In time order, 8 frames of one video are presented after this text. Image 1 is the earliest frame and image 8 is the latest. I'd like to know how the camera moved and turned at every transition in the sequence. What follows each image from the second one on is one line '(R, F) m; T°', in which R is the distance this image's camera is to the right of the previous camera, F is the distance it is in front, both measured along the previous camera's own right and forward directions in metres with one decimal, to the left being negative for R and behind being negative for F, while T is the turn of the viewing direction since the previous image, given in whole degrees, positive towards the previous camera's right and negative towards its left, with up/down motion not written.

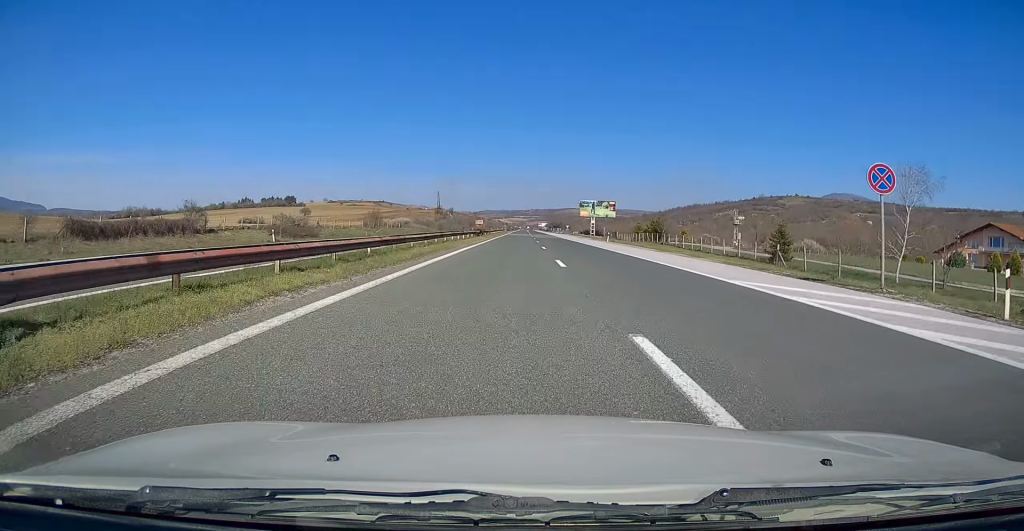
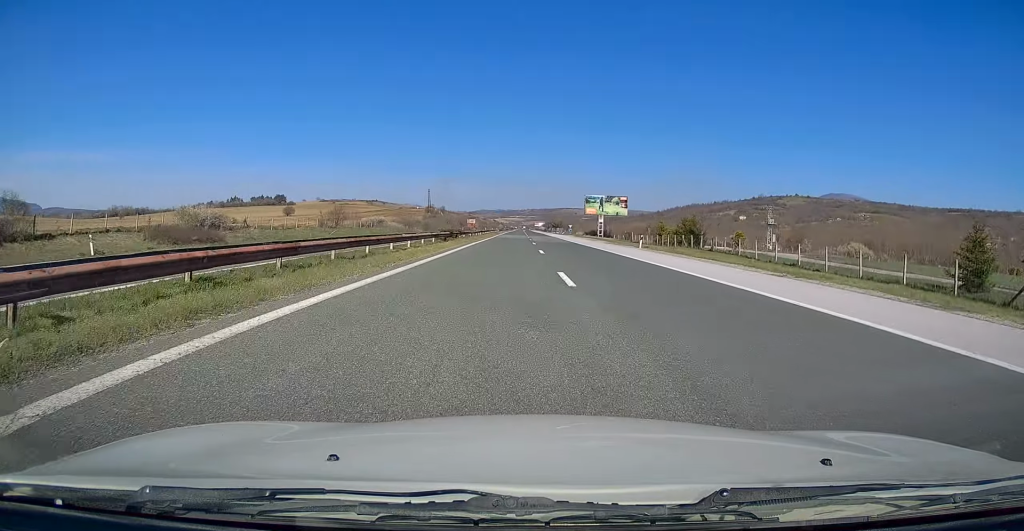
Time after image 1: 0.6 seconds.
(0.0, +22.2) m; 0°
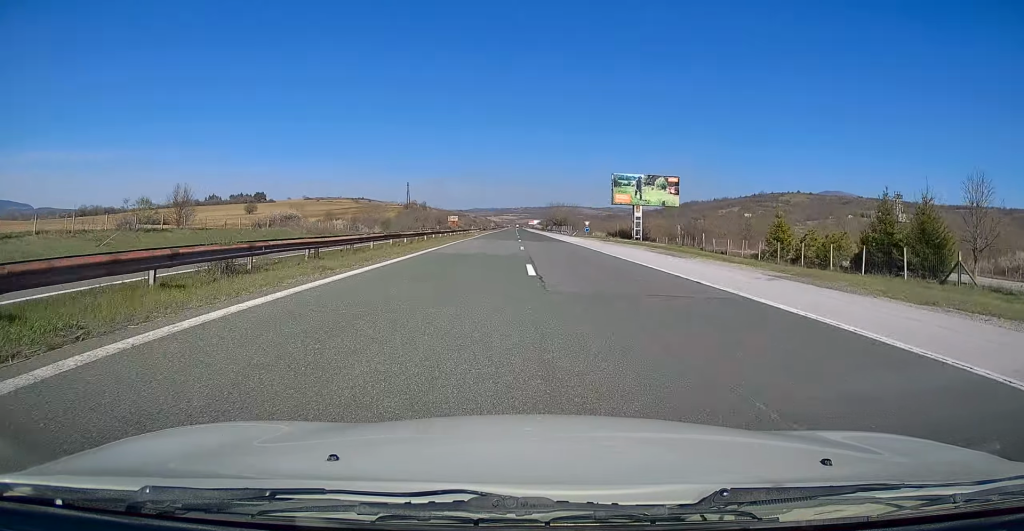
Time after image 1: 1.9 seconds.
(+0.1, +45.8) m; +1°
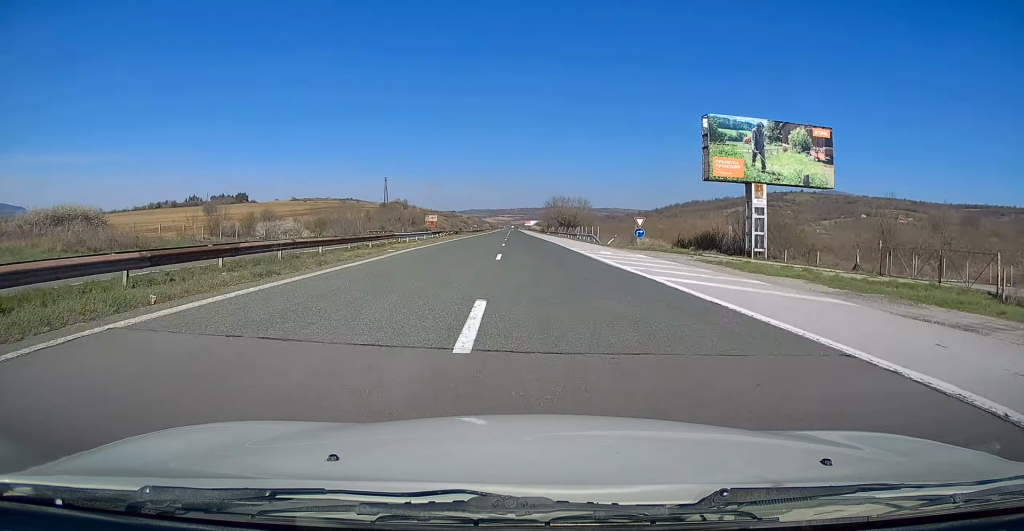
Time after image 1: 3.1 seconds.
(+0.4, +41.1) m; 0°
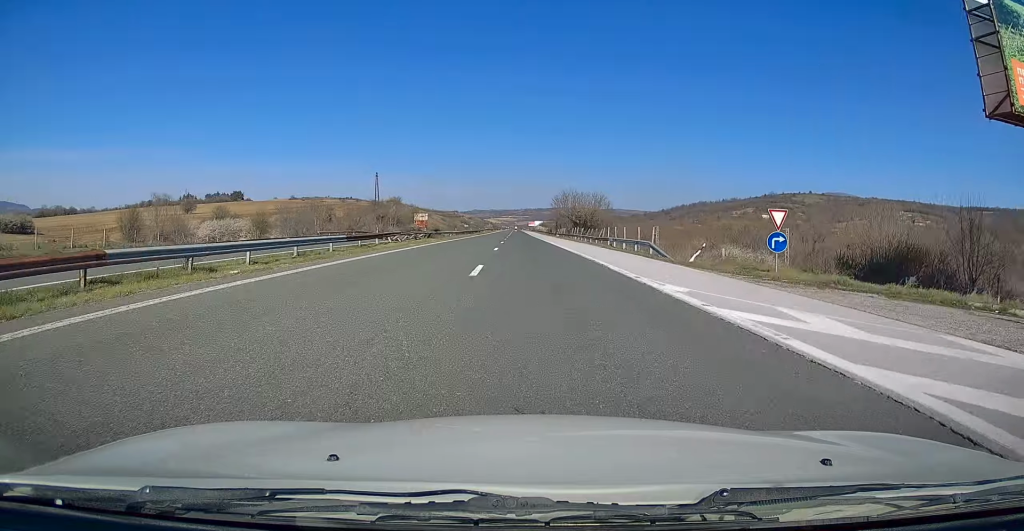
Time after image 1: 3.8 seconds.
(+0.1, +23.5) m; 0°
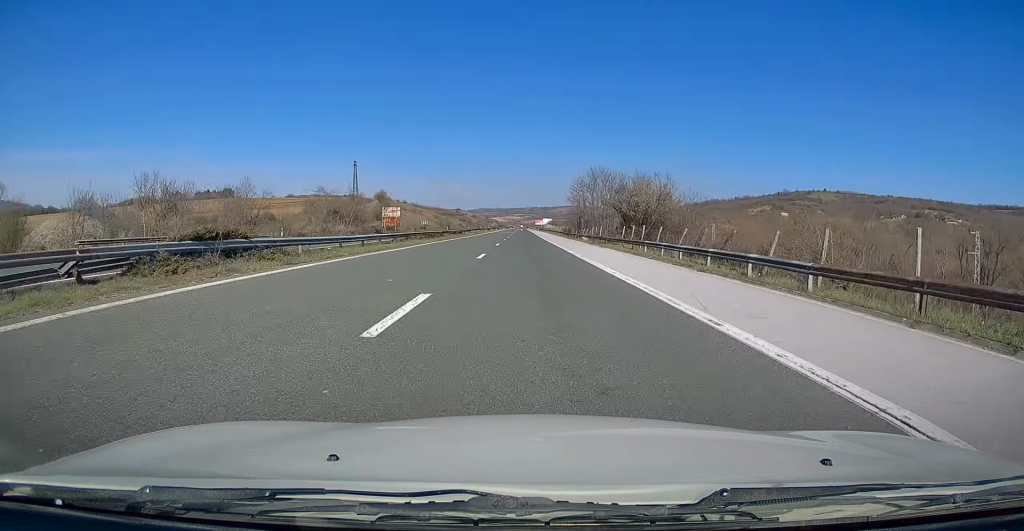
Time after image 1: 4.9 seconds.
(-0.4, +40.1) m; -1°
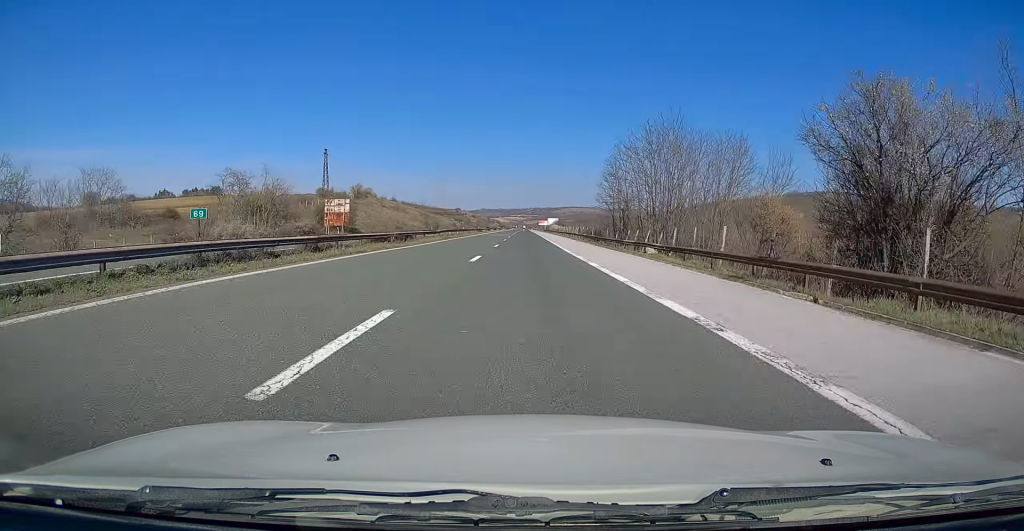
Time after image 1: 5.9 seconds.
(-0.2, +34.3) m; 0°
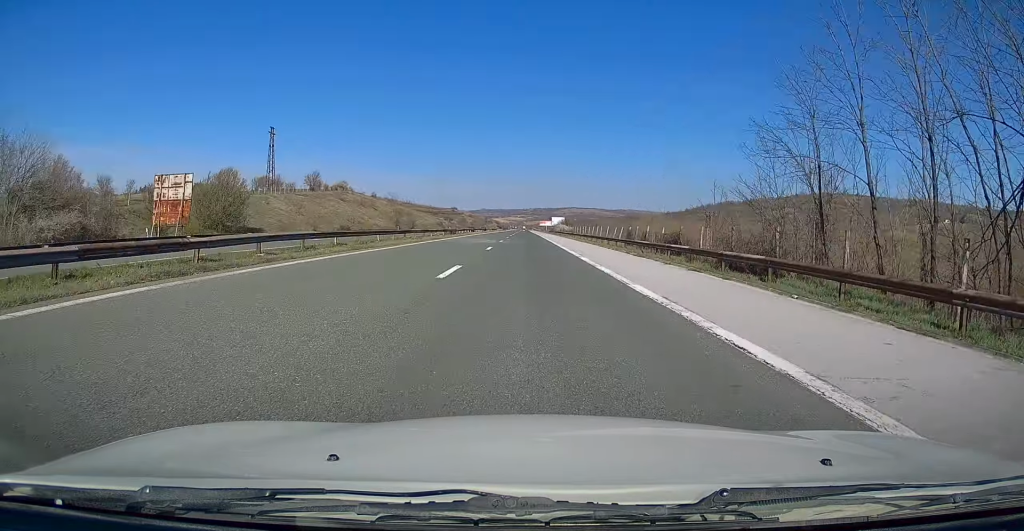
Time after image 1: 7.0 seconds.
(-0.1, +39.2) m; 0°
